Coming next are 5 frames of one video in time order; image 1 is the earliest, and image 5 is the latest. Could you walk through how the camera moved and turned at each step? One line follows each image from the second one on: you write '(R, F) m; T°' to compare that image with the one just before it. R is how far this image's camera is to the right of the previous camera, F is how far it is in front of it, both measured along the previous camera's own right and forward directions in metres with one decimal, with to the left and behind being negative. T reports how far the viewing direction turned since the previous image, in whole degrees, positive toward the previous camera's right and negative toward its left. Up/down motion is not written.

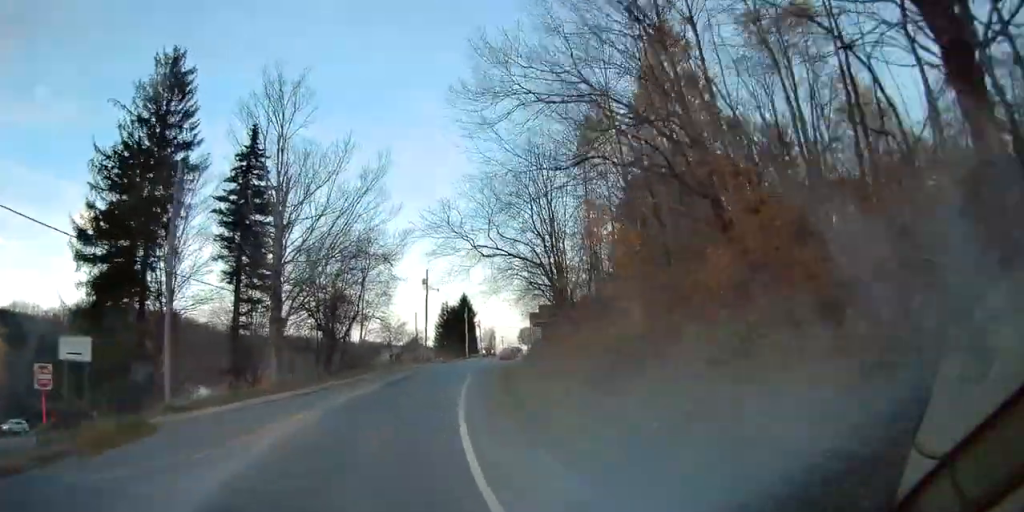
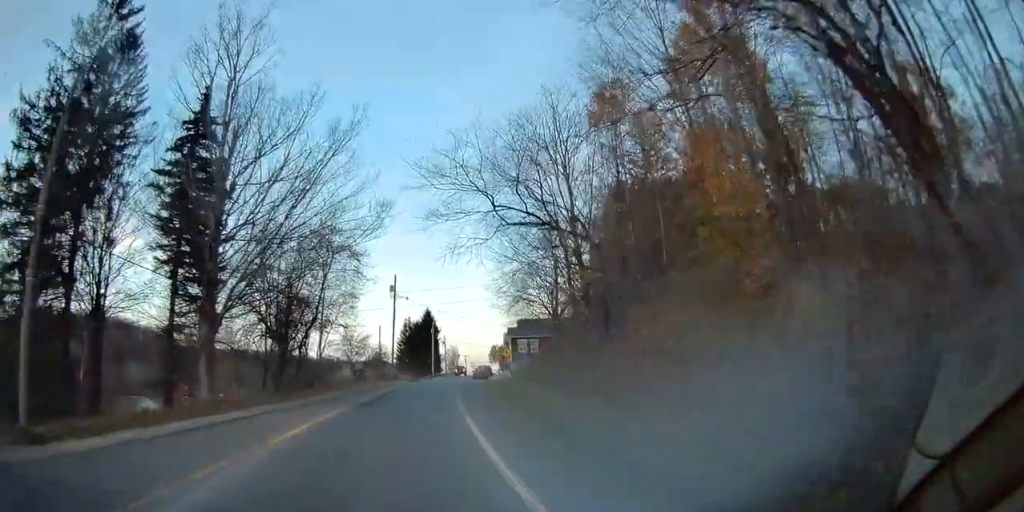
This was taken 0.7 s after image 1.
(+0.2, +8.3) m; +4°
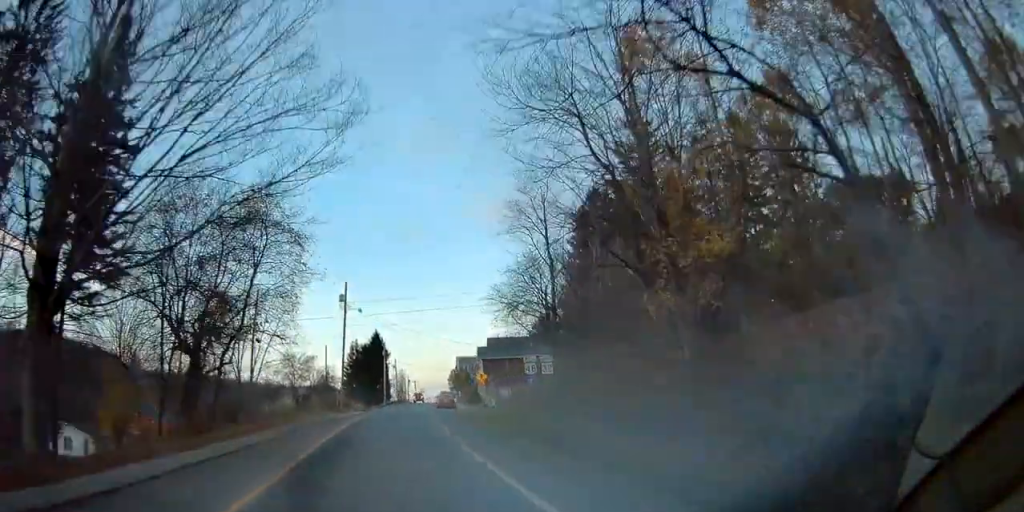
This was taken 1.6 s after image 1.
(+0.7, +11.0) m; +6°
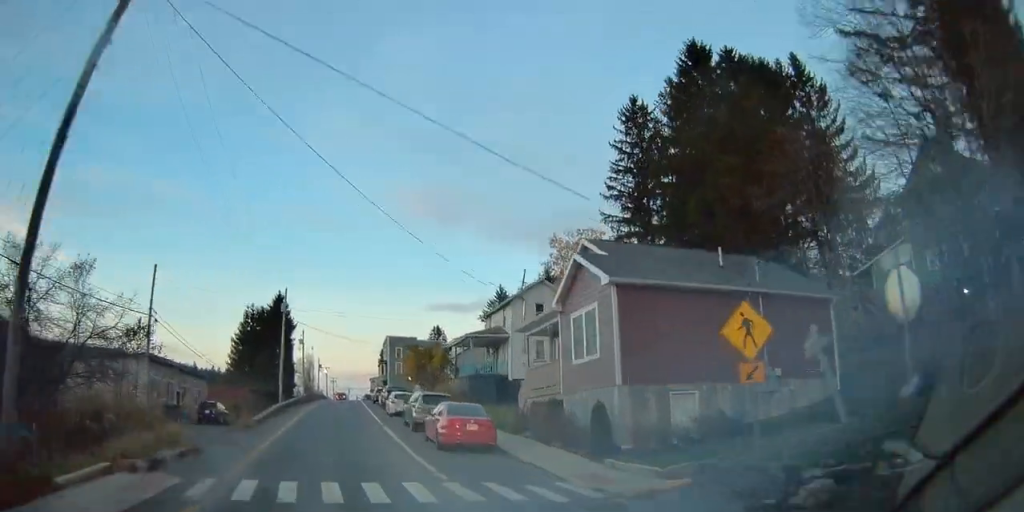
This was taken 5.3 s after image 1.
(+5.8, +41.6) m; +12°
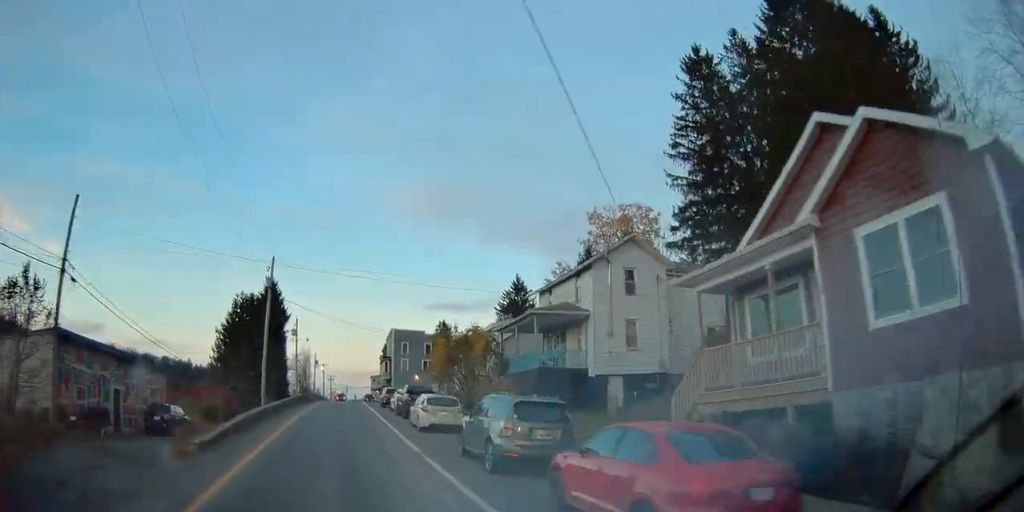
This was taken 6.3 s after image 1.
(0.0, +11.7) m; 0°
